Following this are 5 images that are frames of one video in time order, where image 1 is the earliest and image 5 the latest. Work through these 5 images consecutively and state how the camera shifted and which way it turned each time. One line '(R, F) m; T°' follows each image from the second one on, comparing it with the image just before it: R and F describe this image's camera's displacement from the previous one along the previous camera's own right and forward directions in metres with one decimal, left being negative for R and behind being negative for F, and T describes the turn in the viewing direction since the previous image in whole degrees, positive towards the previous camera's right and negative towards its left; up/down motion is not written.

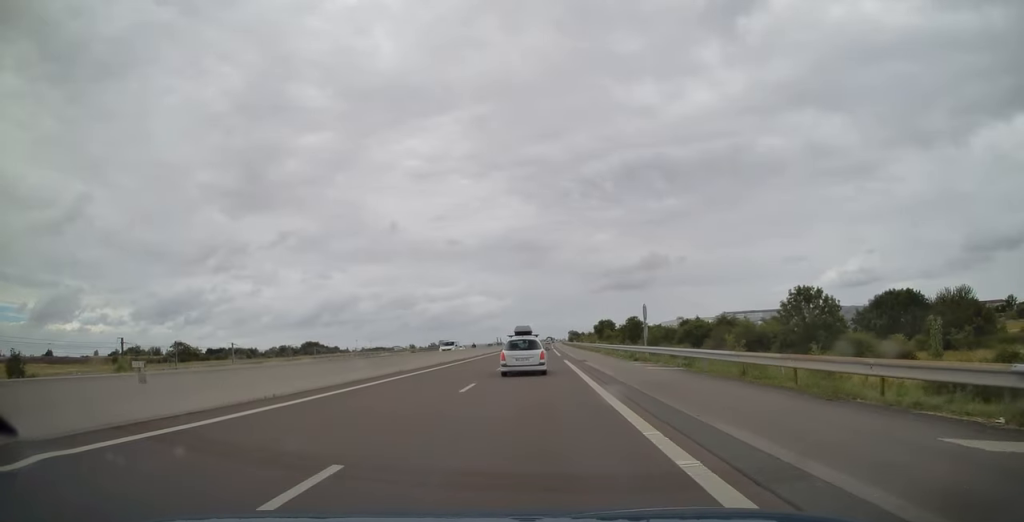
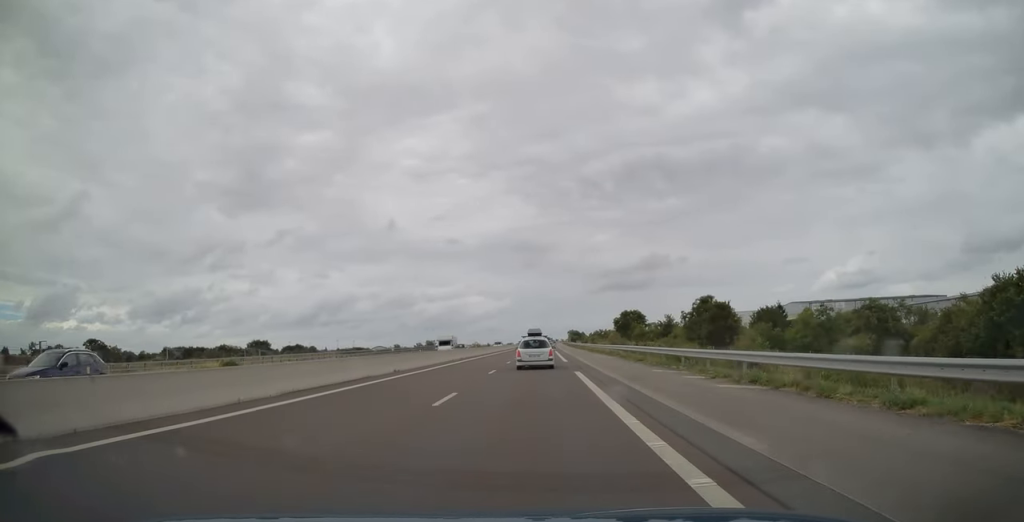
(-0.2, +68.7) m; 0°
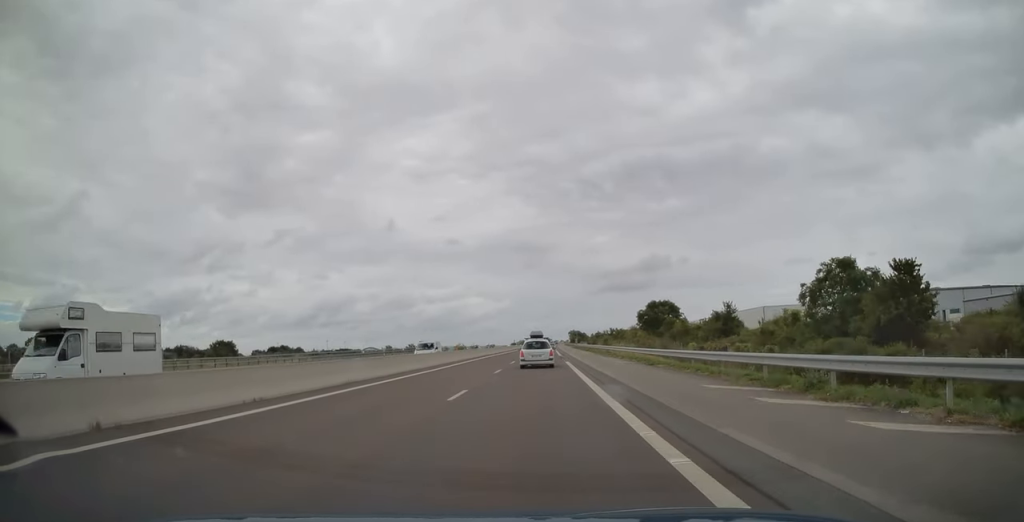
(-0.1, +37.6) m; 0°
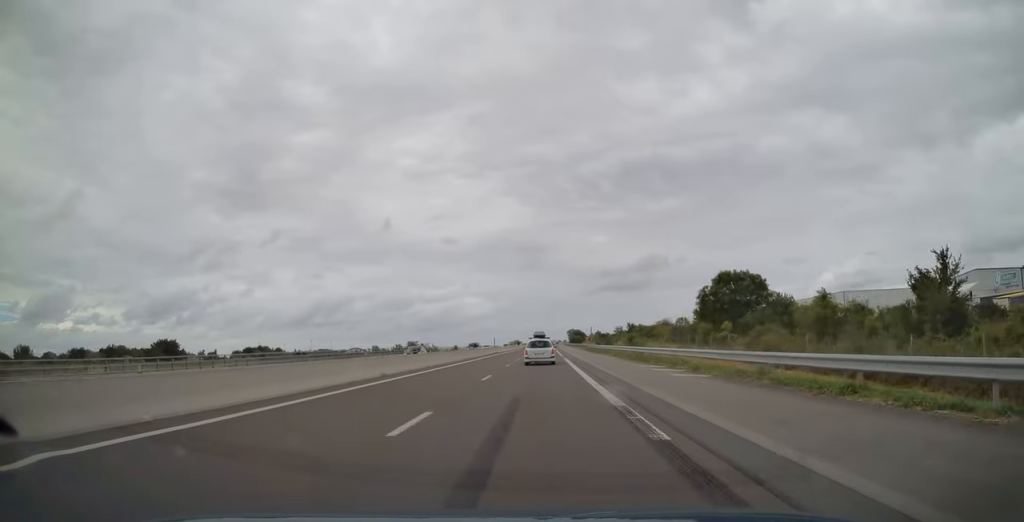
(+0.3, +45.1) m; 0°
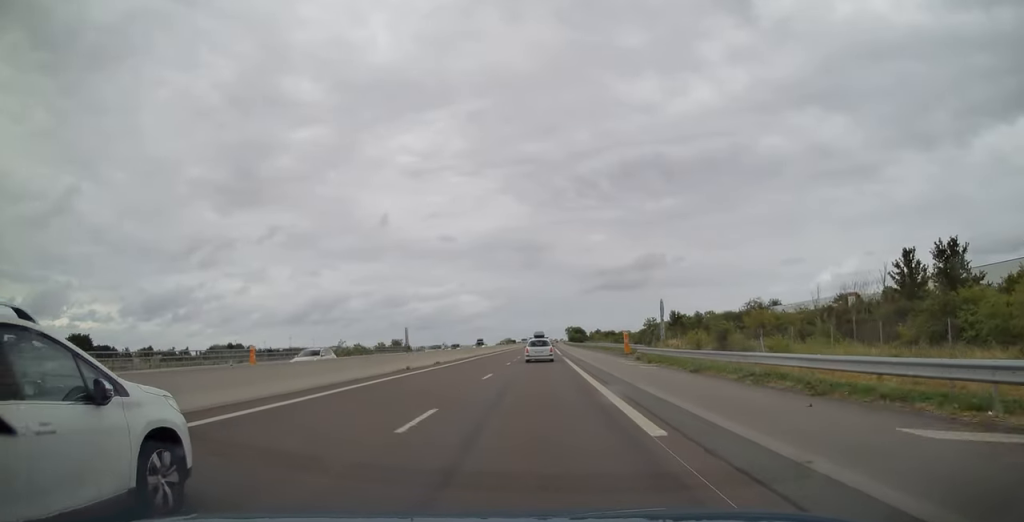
(0.0, +52.0) m; 0°
